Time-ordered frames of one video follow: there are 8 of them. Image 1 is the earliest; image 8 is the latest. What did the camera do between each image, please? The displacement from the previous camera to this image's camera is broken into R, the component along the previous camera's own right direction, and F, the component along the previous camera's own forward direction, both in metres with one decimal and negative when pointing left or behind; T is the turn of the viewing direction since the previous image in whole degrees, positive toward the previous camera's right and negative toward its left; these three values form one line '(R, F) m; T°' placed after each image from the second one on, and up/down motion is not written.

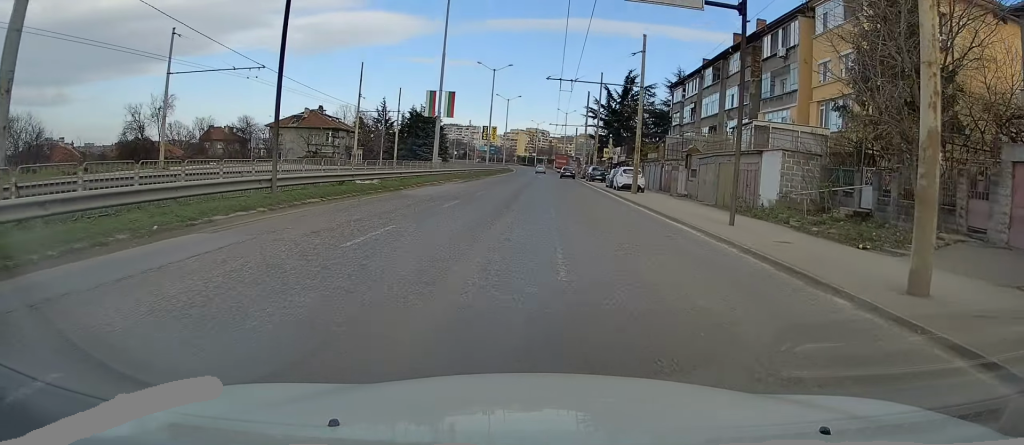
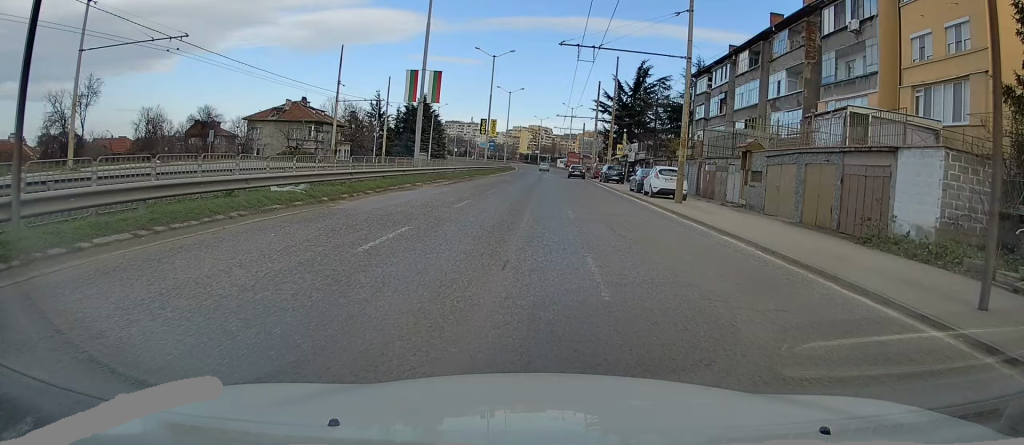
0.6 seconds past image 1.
(-0.2, +9.8) m; 0°
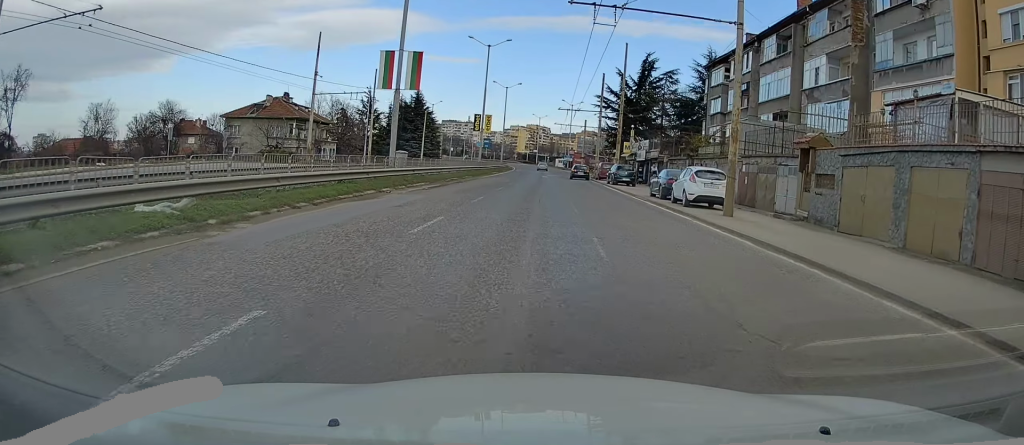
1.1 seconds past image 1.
(+0.1, +6.7) m; +1°
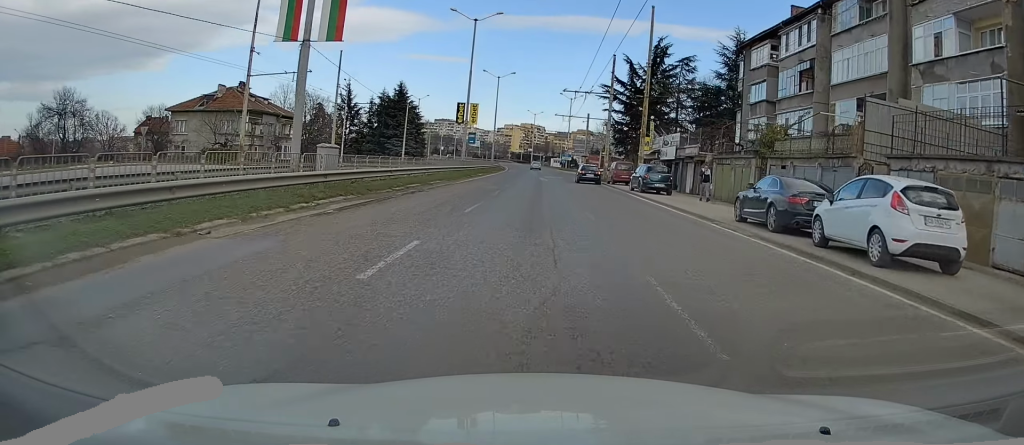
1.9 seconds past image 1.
(+0.2, +13.4) m; +1°
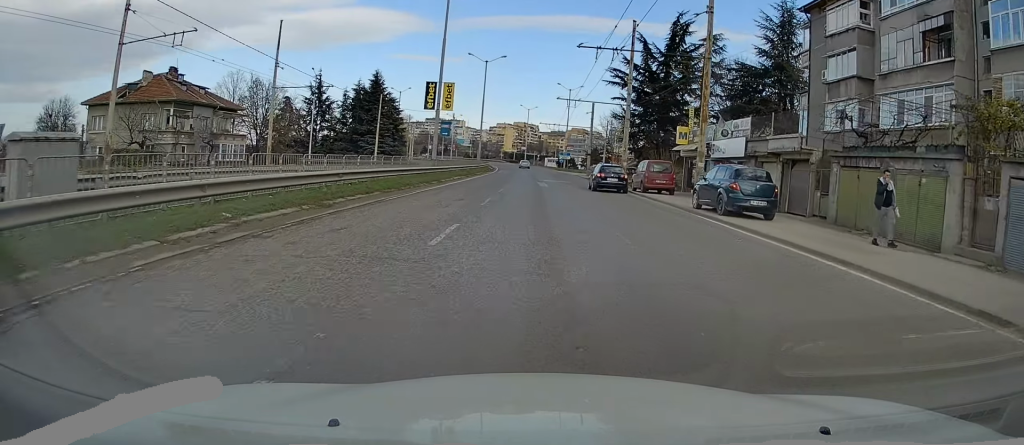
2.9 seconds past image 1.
(-0.1, +15.4) m; -1°
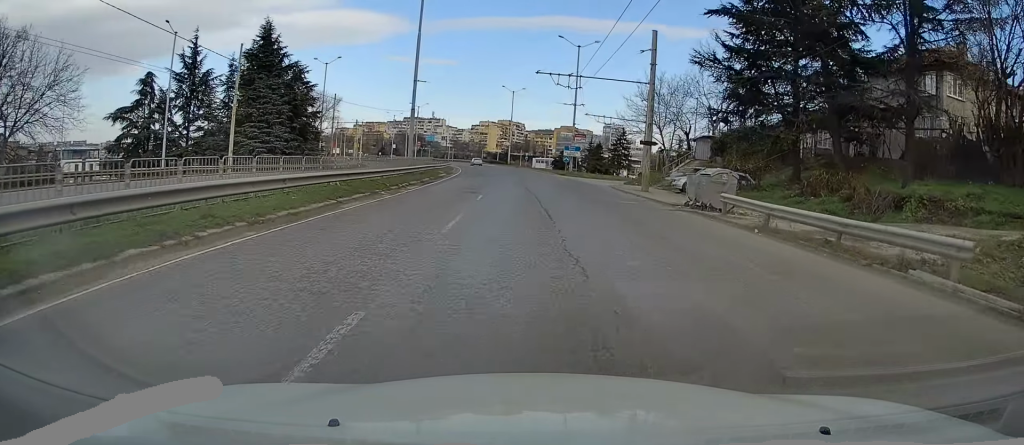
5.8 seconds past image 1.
(+1.1, +43.6) m; +1°
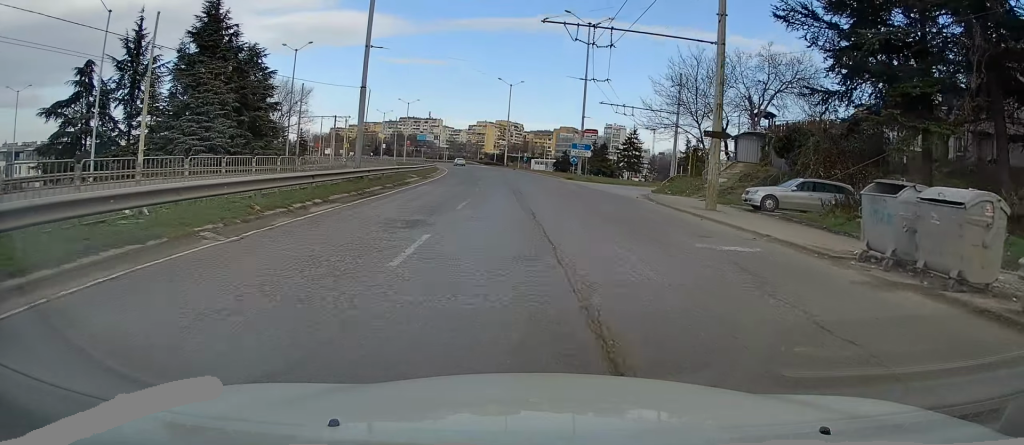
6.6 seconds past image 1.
(0.0, +12.6) m; 0°
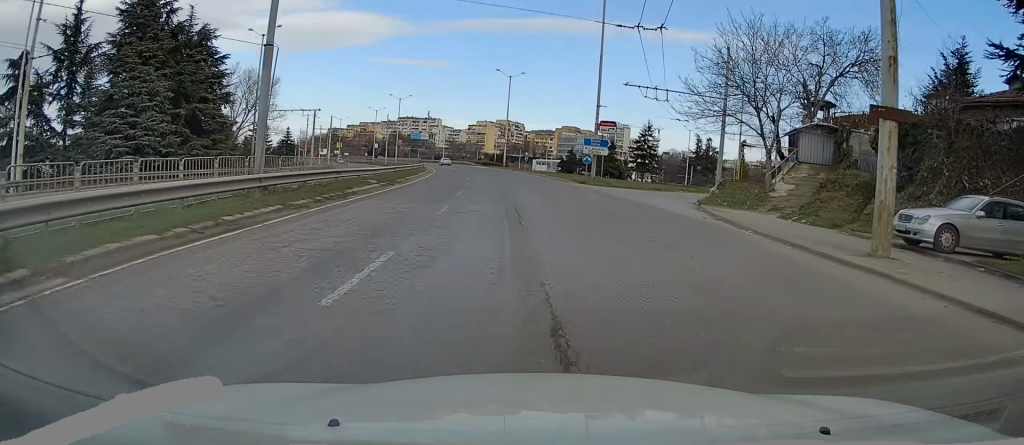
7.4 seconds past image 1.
(0.0, +11.2) m; 0°
